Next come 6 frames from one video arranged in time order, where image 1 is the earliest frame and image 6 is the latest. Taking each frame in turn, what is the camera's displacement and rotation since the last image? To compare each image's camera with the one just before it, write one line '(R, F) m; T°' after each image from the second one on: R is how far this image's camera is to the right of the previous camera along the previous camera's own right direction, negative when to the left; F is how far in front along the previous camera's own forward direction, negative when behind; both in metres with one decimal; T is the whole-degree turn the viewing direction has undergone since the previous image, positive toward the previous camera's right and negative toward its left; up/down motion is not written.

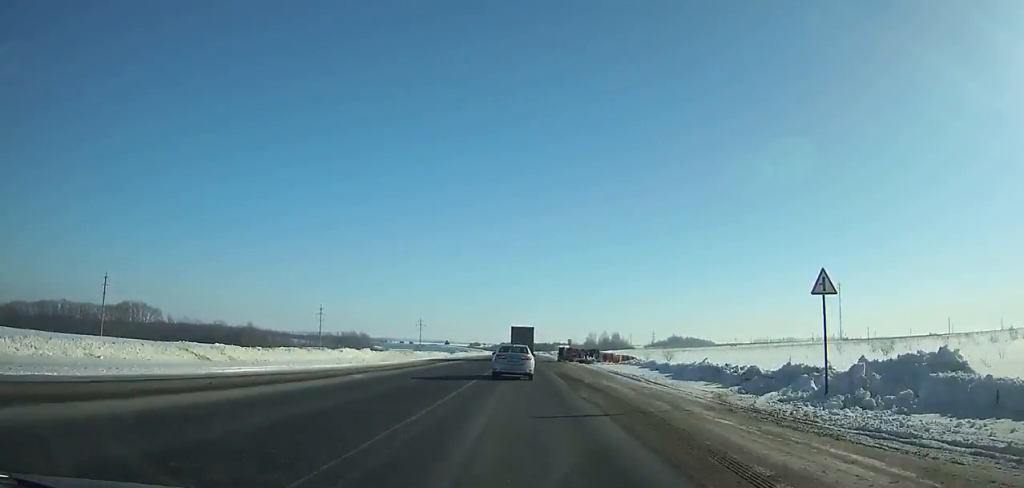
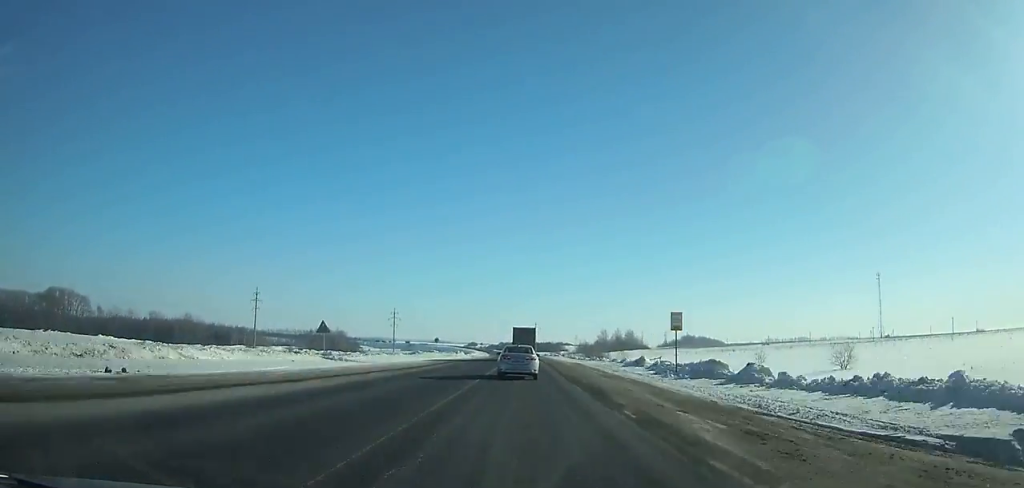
(-0.2, +74.9) m; 0°
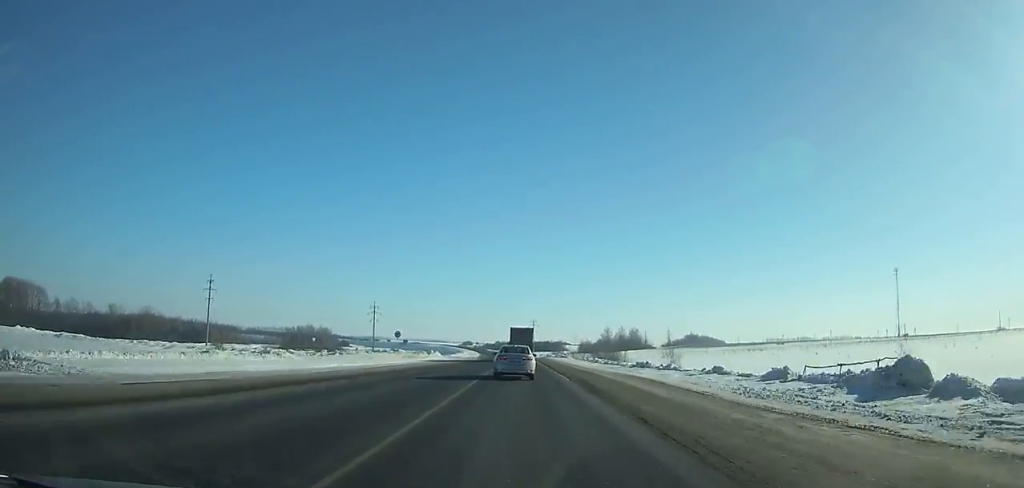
(0.0, +34.1) m; 0°
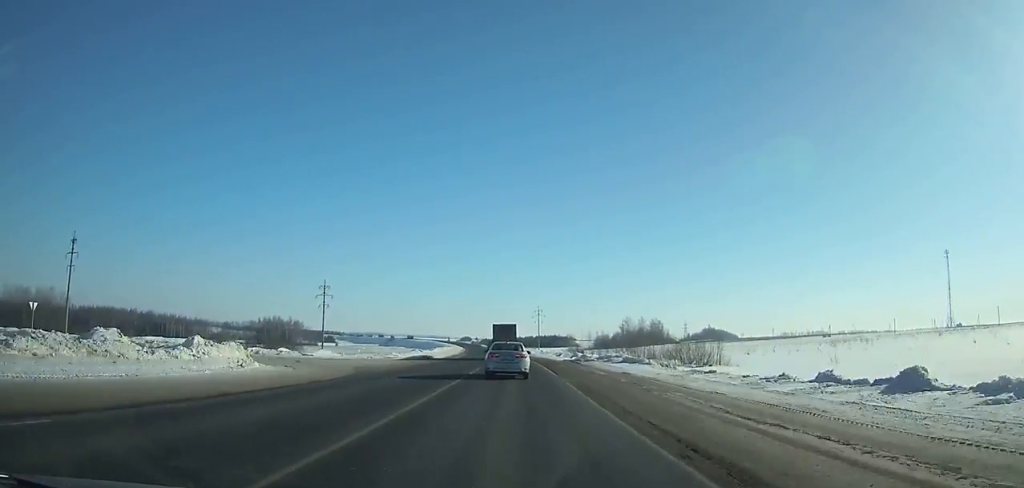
(-0.3, +67.2) m; -1°
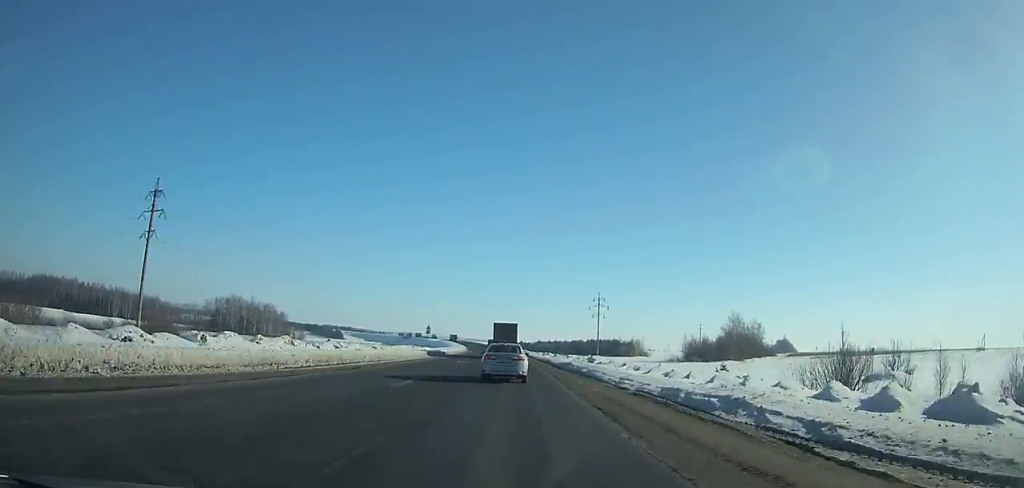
(-3.6, +112.2) m; -3°
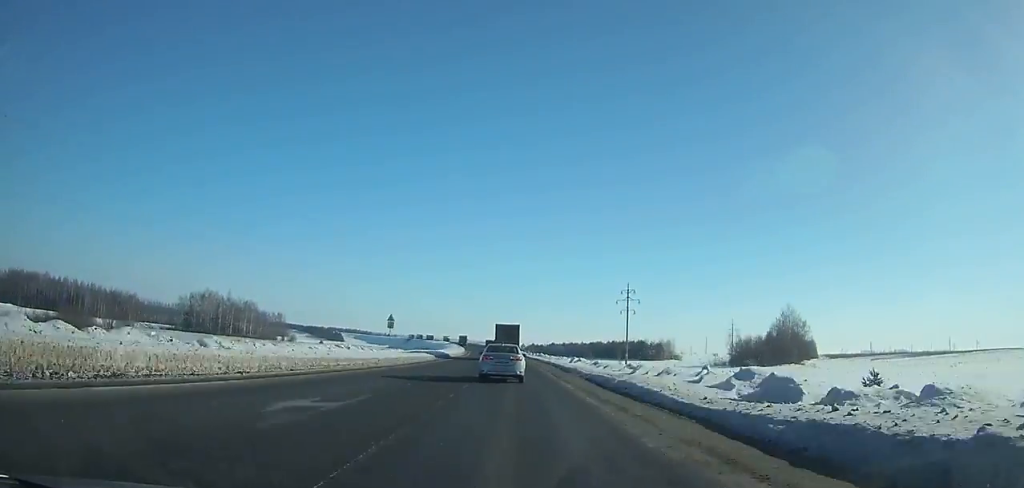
(-0.5, +37.0) m; -1°
